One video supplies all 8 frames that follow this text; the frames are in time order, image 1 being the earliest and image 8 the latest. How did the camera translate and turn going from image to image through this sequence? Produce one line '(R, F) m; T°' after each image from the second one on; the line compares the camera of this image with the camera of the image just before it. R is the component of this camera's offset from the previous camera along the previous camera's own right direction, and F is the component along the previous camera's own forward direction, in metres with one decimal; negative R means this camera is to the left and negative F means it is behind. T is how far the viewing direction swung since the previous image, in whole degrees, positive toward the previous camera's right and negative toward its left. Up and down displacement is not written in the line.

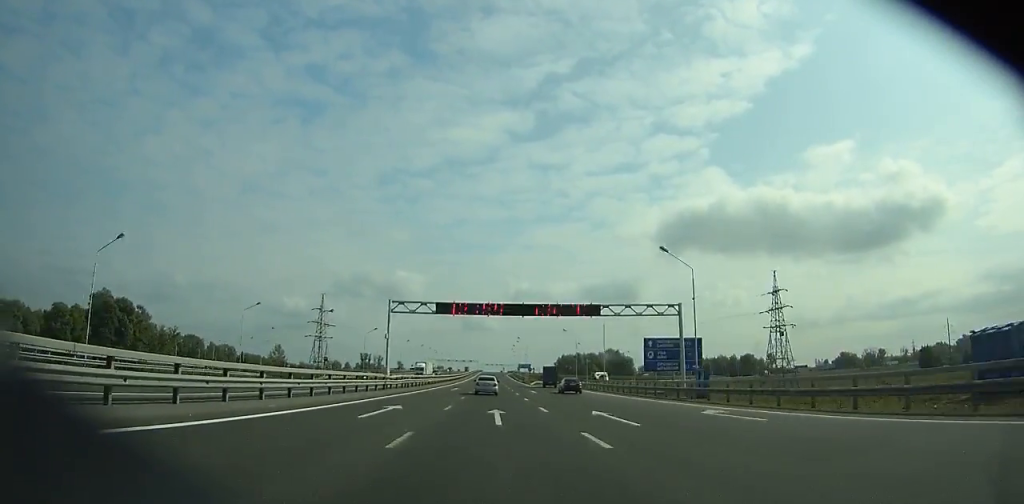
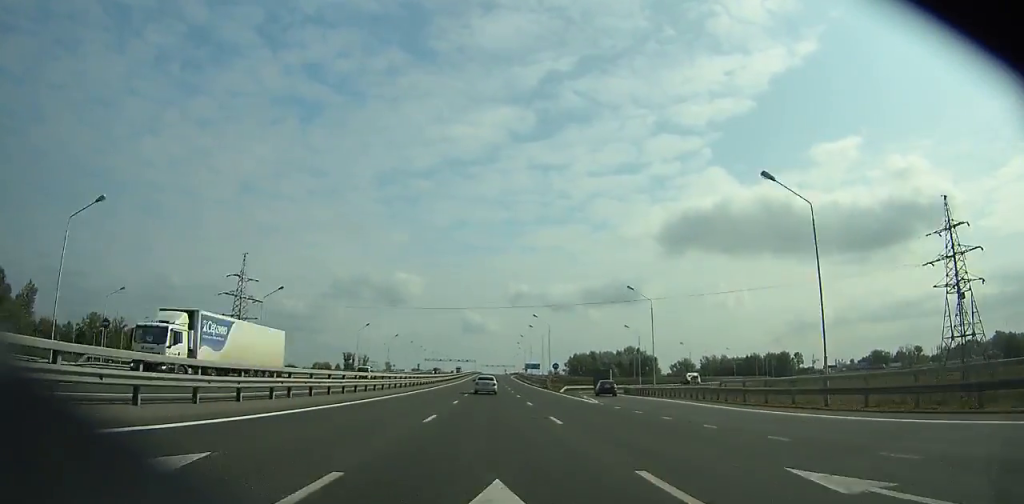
(0.0, +53.7) m; 0°
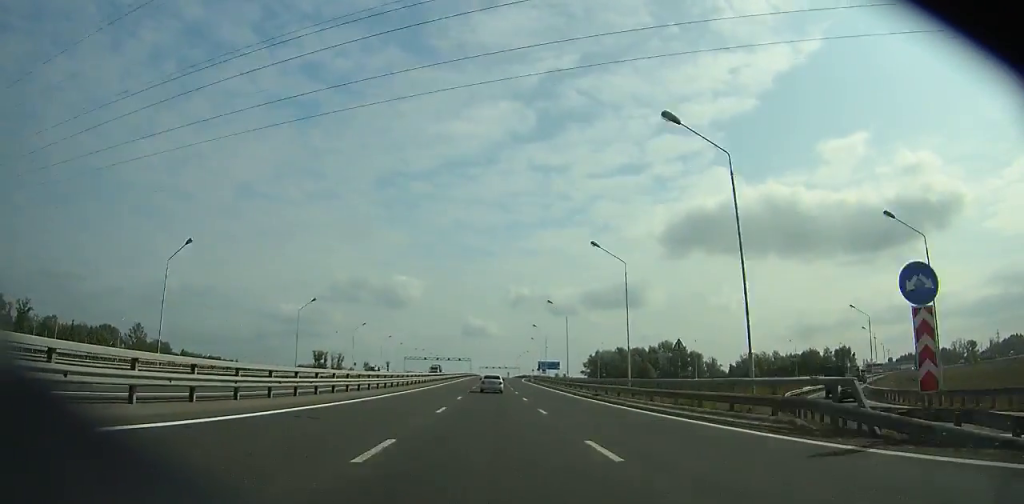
(0.0, +66.7) m; 0°
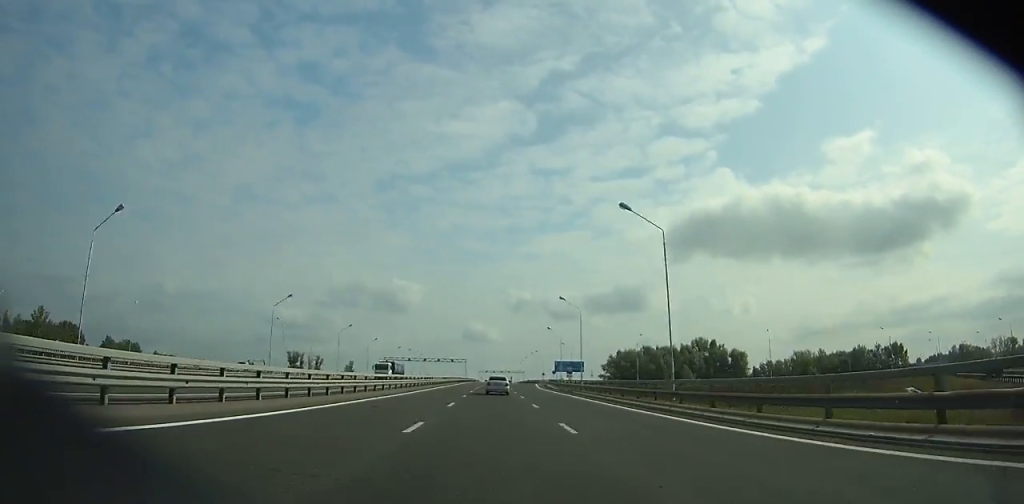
(0.0, +42.2) m; 0°
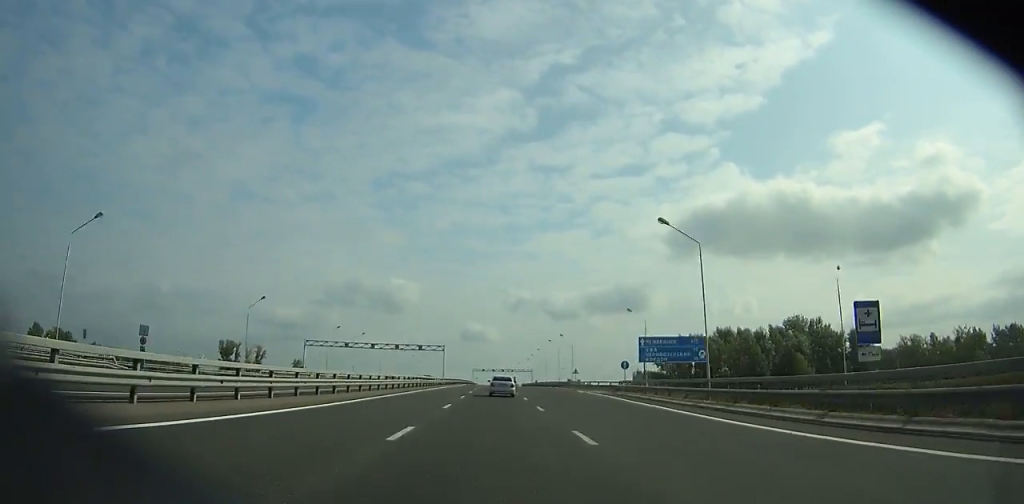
(0.0, +71.7) m; 0°
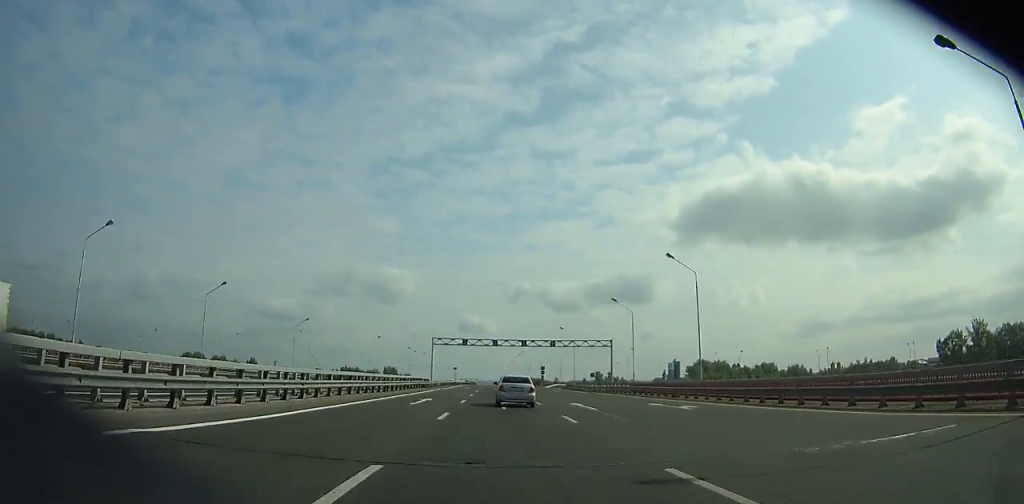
(-0.6, +159.4) m; 0°
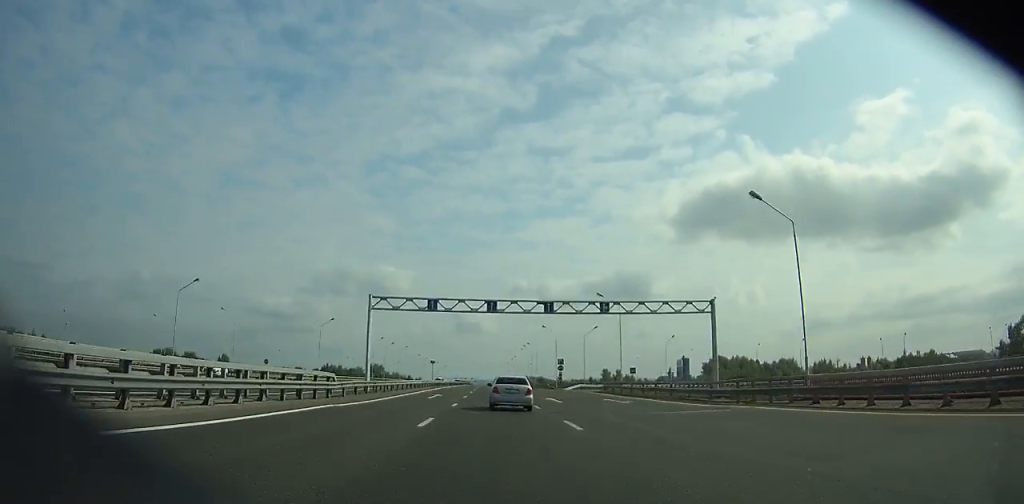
(+0.2, +38.4) m; 0°
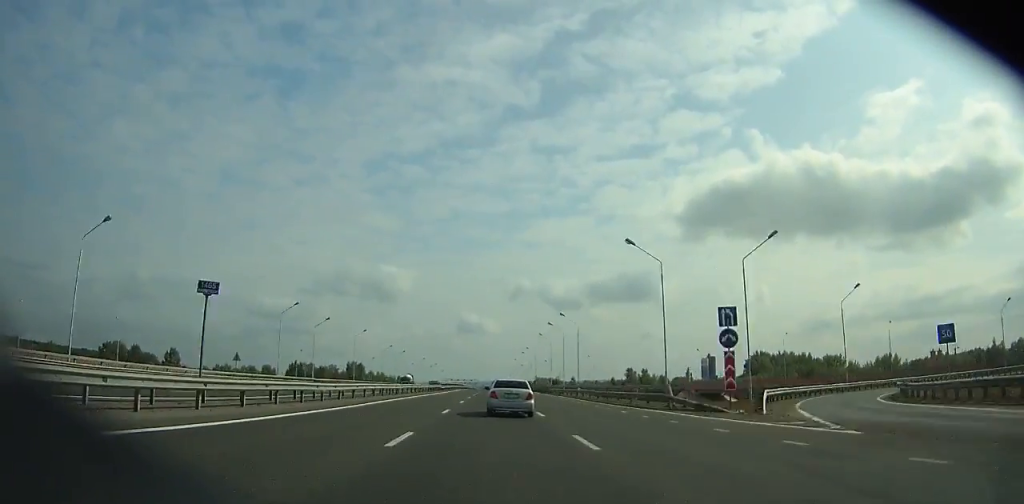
(+0.2, +63.9) m; 0°
